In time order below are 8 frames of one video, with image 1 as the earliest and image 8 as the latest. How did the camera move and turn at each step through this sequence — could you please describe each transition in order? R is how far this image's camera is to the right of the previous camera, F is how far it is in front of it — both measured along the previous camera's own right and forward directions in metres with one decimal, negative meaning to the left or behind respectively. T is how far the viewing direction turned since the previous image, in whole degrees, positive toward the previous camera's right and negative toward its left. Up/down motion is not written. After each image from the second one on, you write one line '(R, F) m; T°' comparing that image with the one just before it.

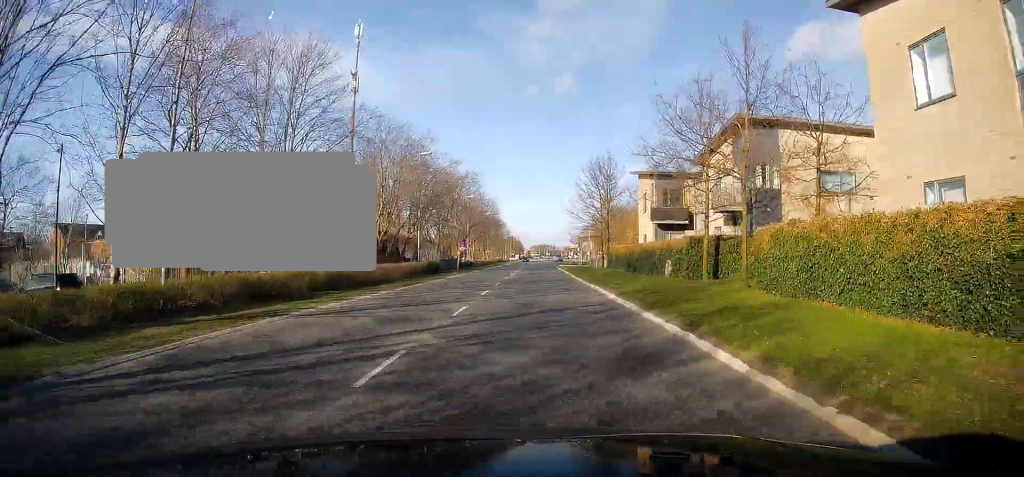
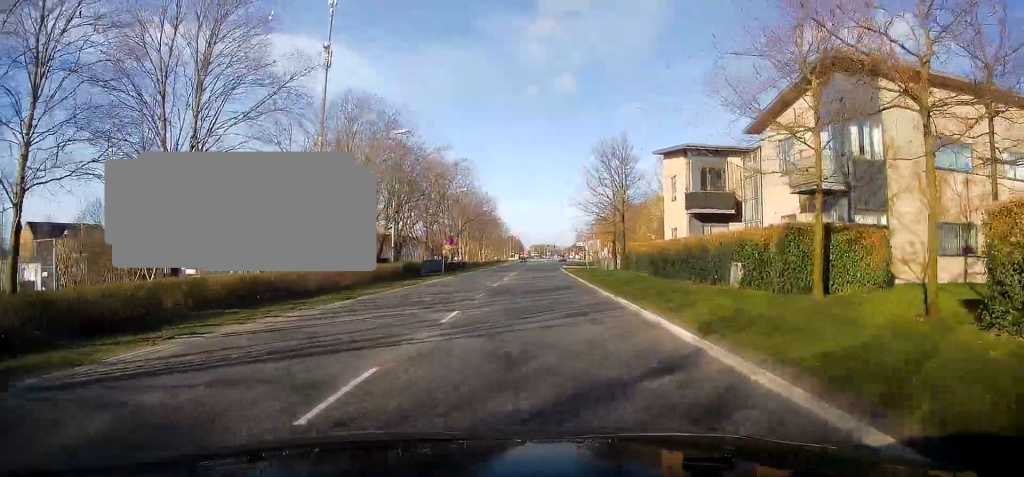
(0.0, +9.0) m; 0°
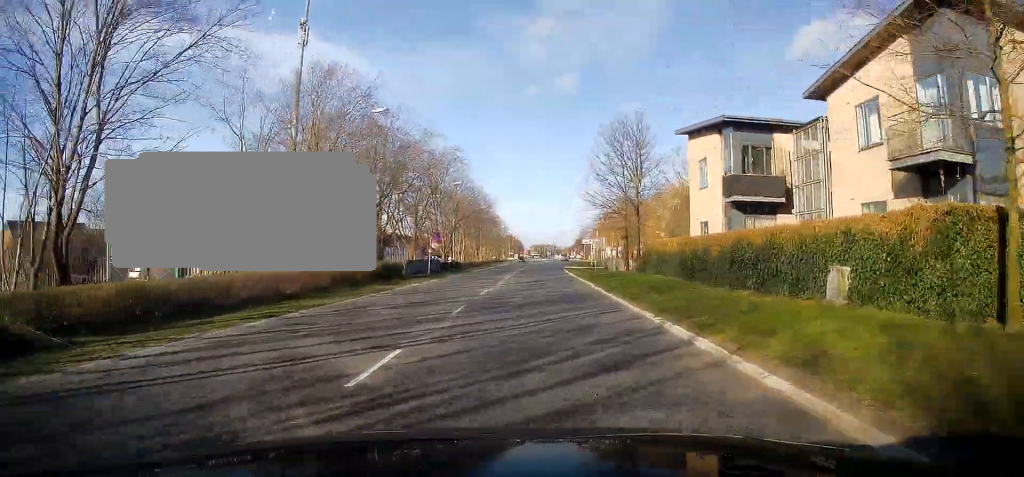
(-0.1, +6.1) m; 0°
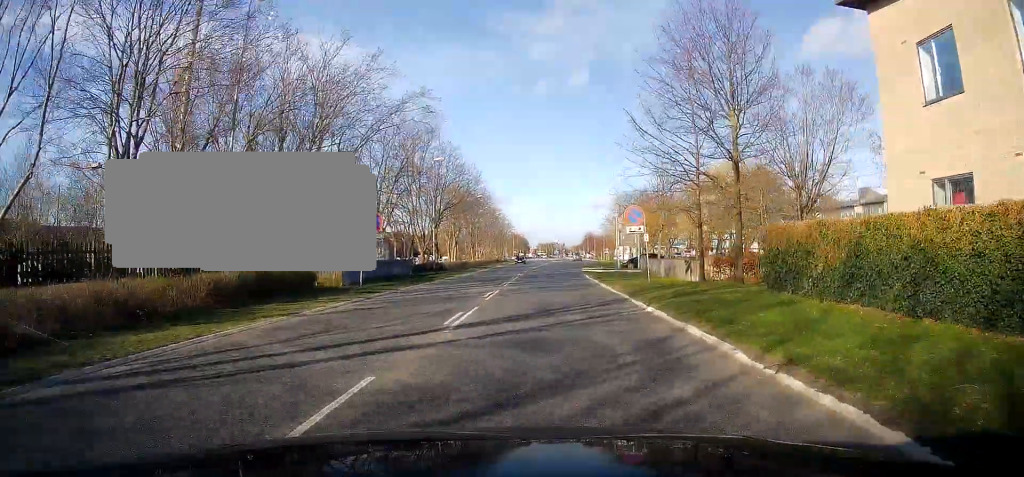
(+0.1, +17.2) m; -1°
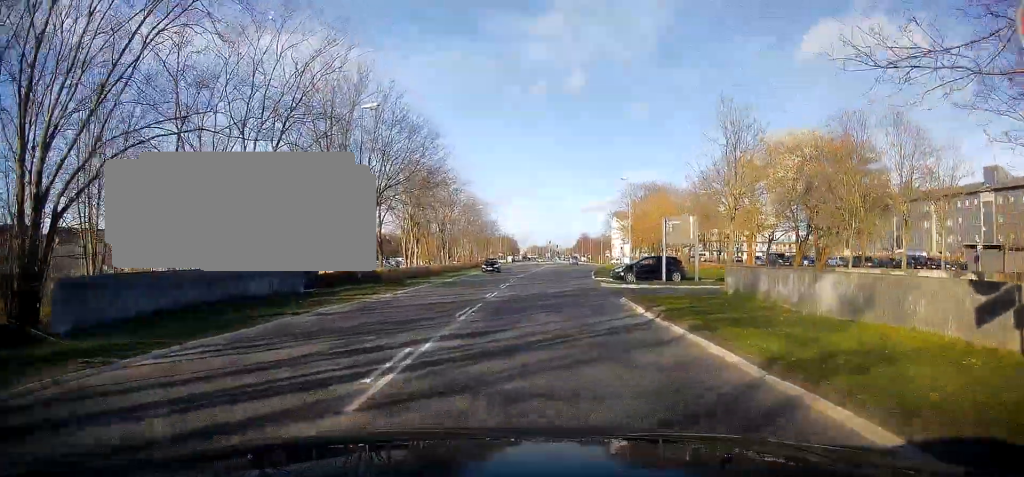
(+0.4, +20.9) m; +3°
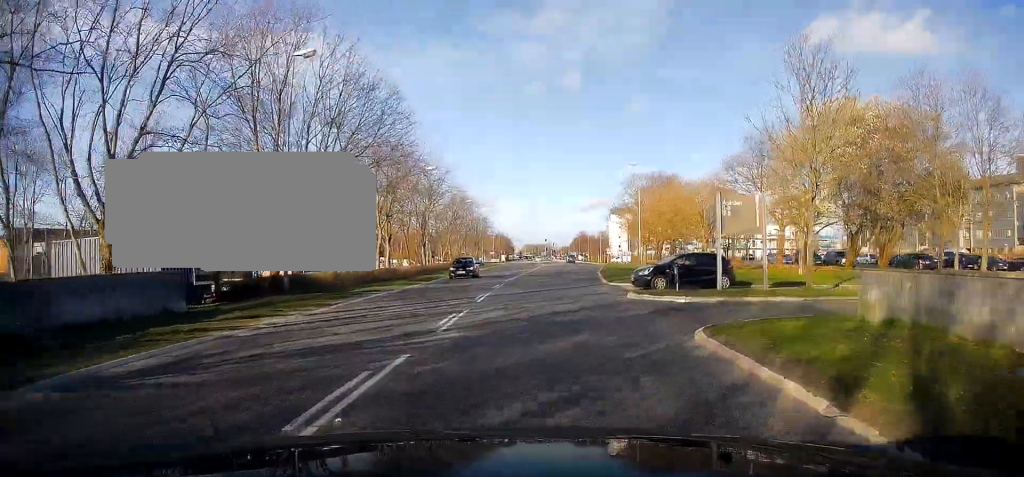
(0.0, +9.7) m; -1°
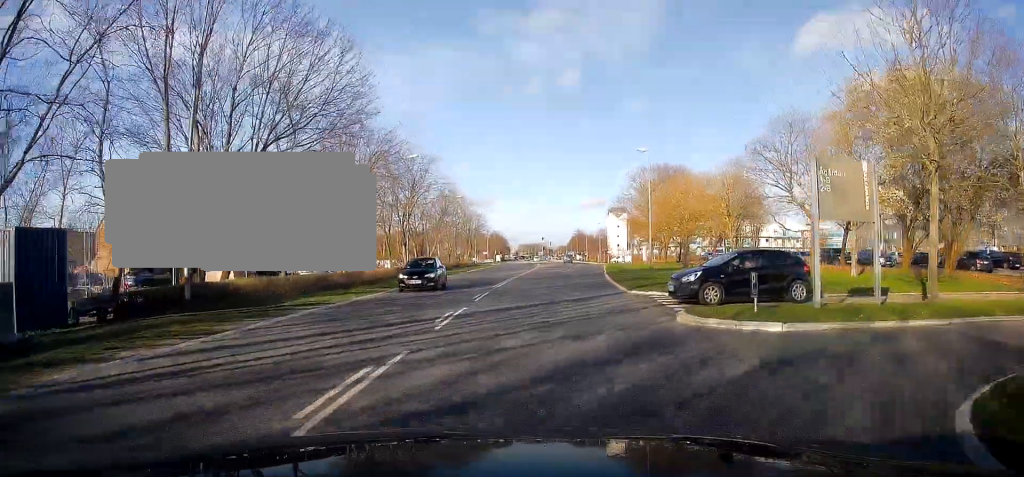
(0.0, +7.3) m; -1°
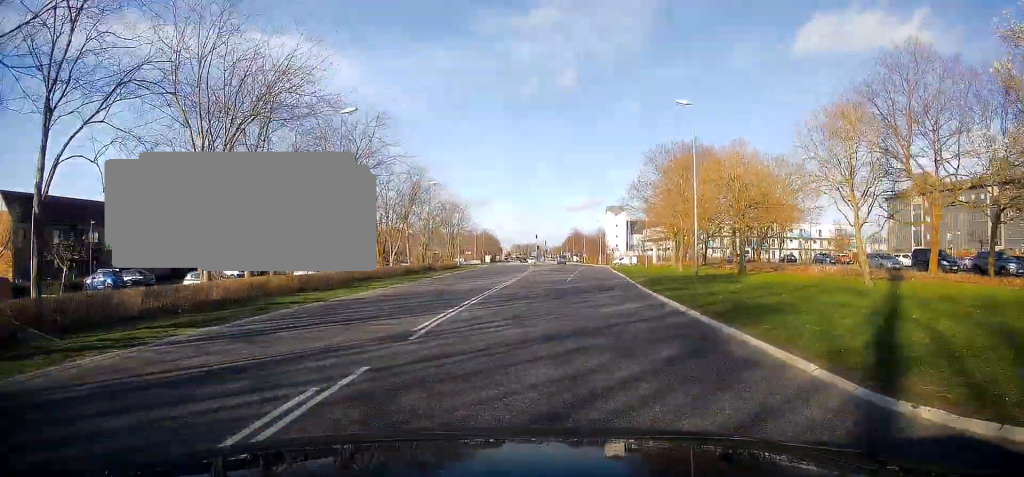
(-0.1, +16.8) m; +1°
